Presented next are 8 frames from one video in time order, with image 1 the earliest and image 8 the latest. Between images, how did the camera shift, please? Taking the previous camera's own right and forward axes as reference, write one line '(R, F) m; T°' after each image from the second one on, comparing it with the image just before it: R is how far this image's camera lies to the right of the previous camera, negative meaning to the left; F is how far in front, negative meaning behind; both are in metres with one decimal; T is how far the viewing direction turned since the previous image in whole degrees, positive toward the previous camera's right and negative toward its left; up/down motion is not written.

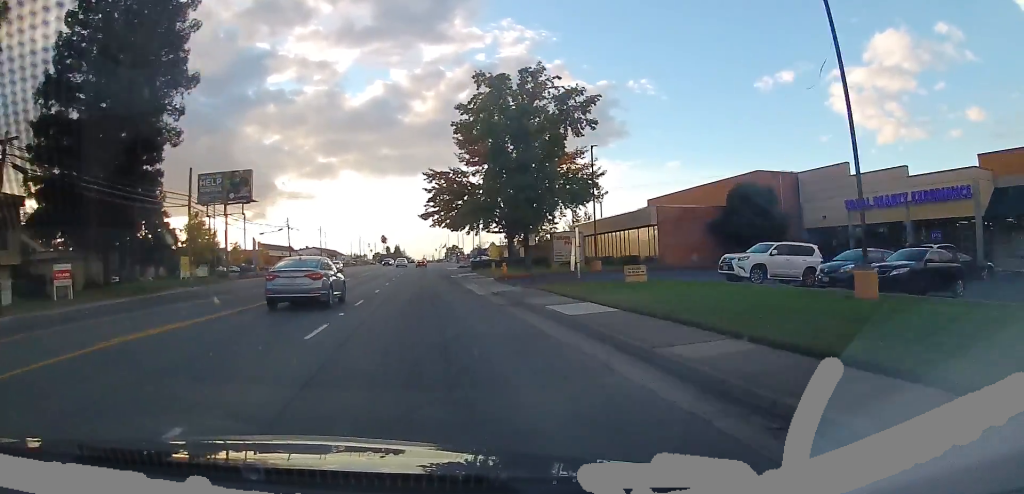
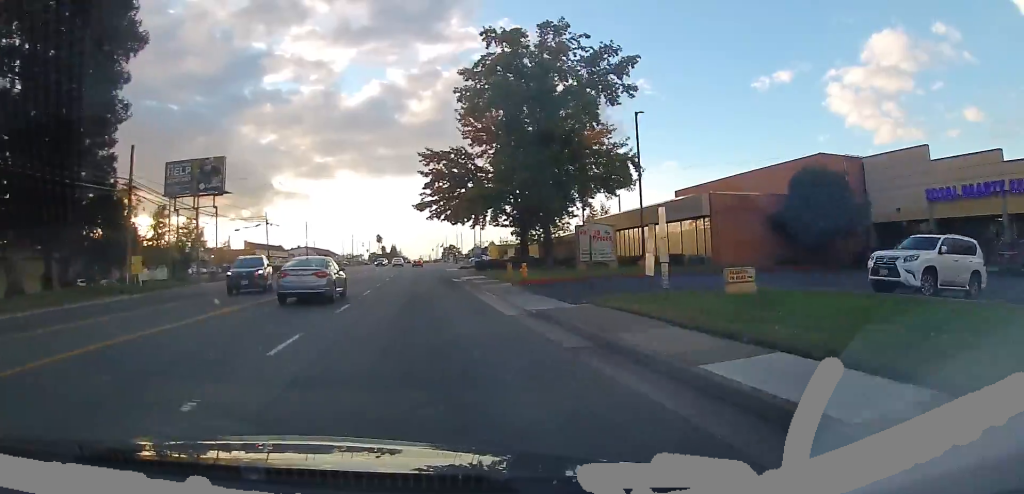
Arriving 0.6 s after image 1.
(+0.3, +9.2) m; 0°
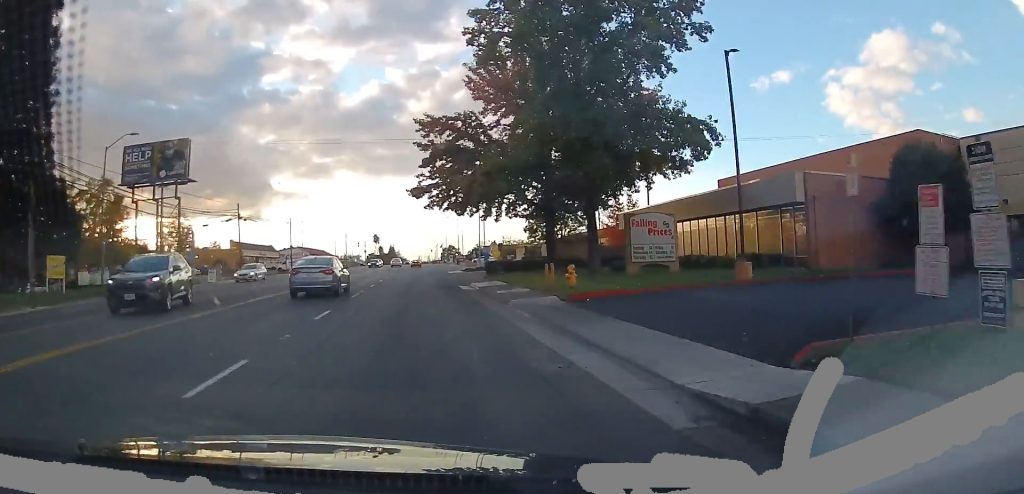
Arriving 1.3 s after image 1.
(-0.3, +10.0) m; 0°
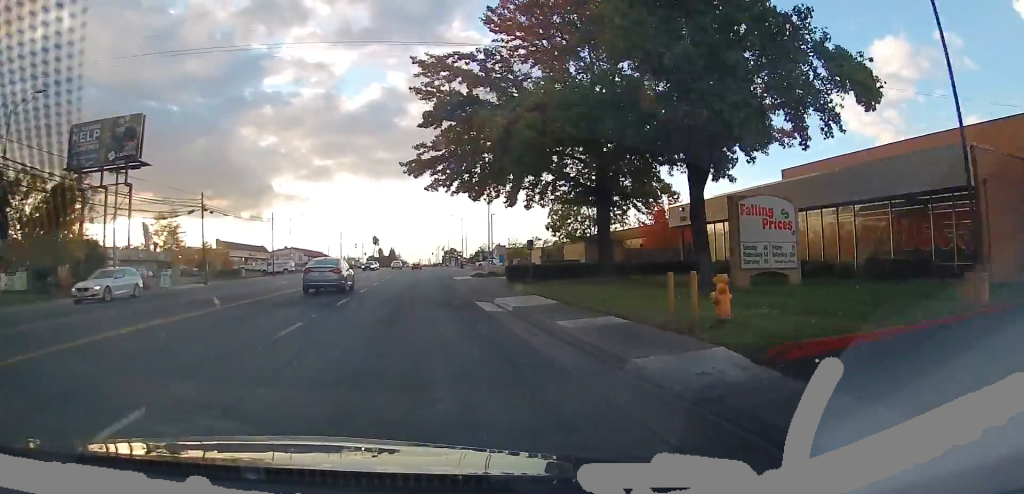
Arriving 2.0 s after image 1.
(0.0, +10.3) m; +1°
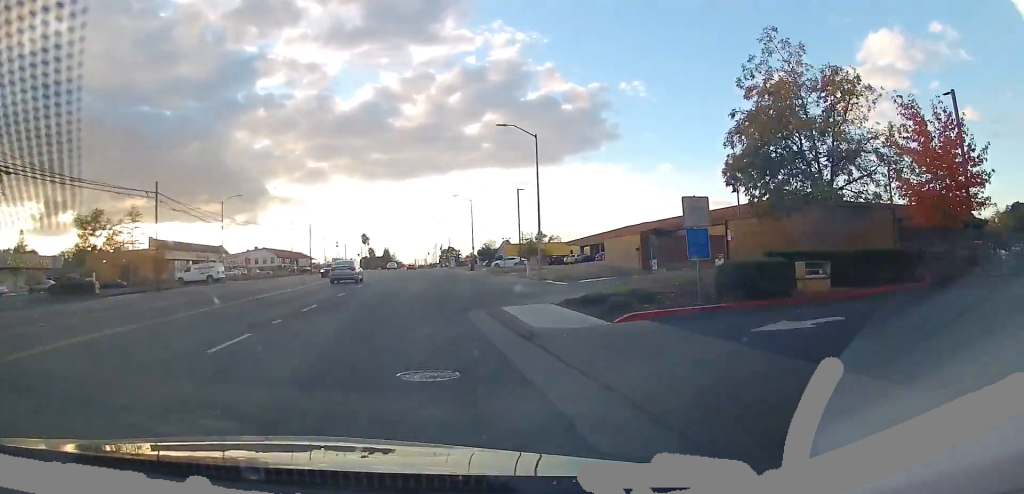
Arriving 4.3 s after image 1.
(+0.2, +31.3) m; 0°
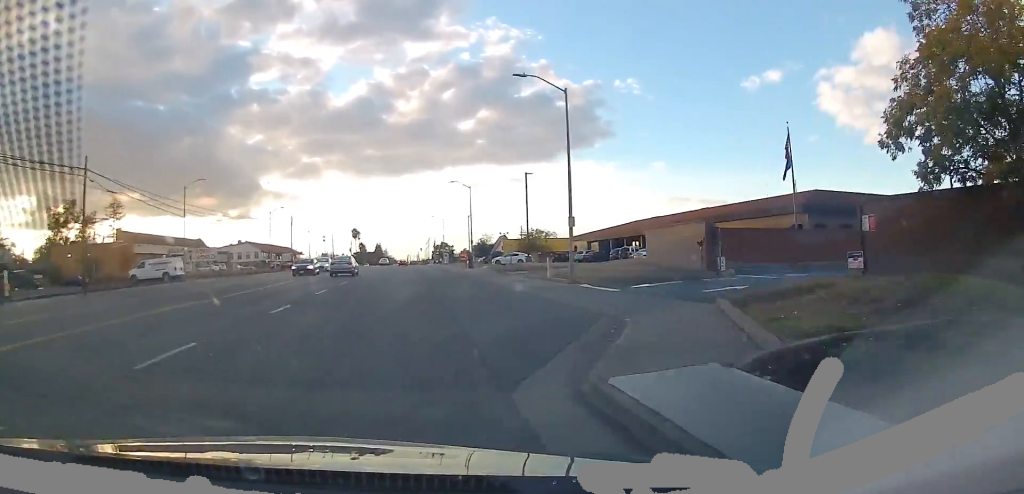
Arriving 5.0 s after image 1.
(0.0, +8.8) m; 0°
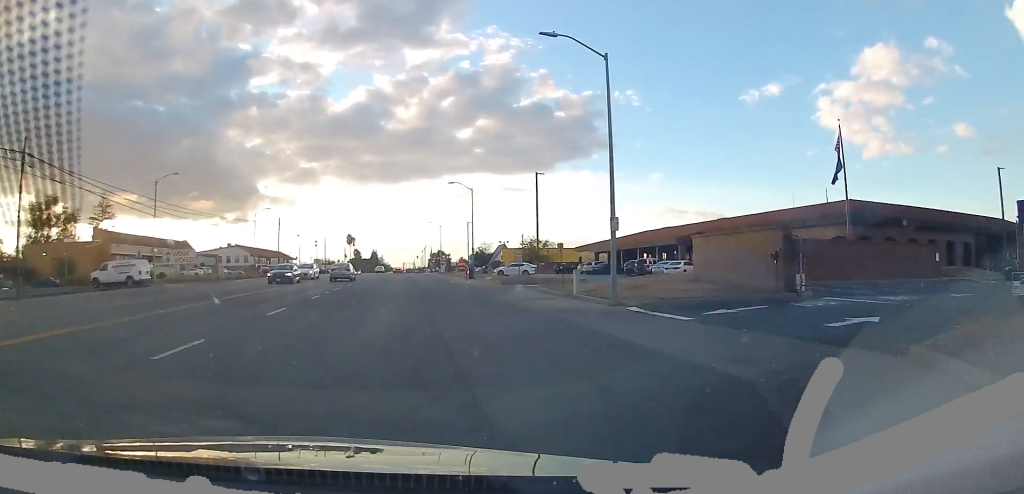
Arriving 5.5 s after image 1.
(+0.3, +6.1) m; 0°
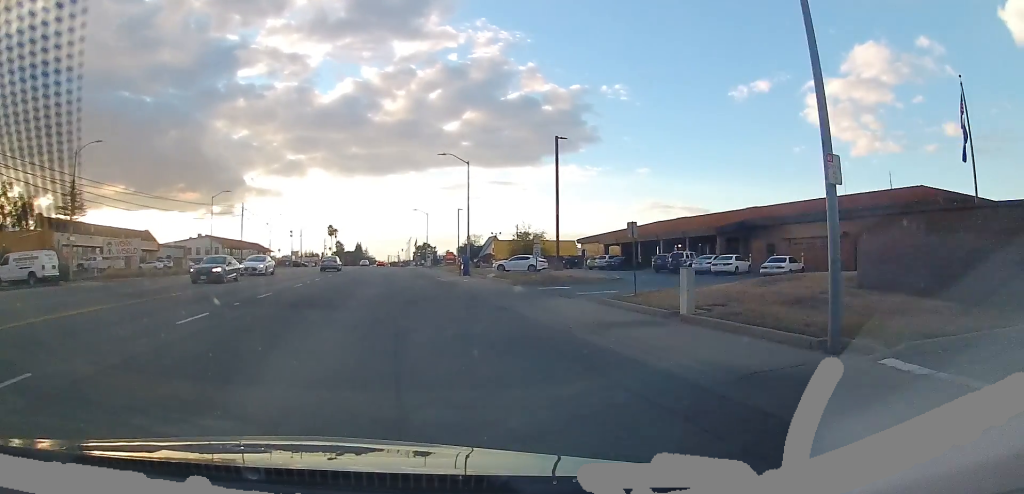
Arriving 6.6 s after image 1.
(-0.4, +11.4) m; 0°
